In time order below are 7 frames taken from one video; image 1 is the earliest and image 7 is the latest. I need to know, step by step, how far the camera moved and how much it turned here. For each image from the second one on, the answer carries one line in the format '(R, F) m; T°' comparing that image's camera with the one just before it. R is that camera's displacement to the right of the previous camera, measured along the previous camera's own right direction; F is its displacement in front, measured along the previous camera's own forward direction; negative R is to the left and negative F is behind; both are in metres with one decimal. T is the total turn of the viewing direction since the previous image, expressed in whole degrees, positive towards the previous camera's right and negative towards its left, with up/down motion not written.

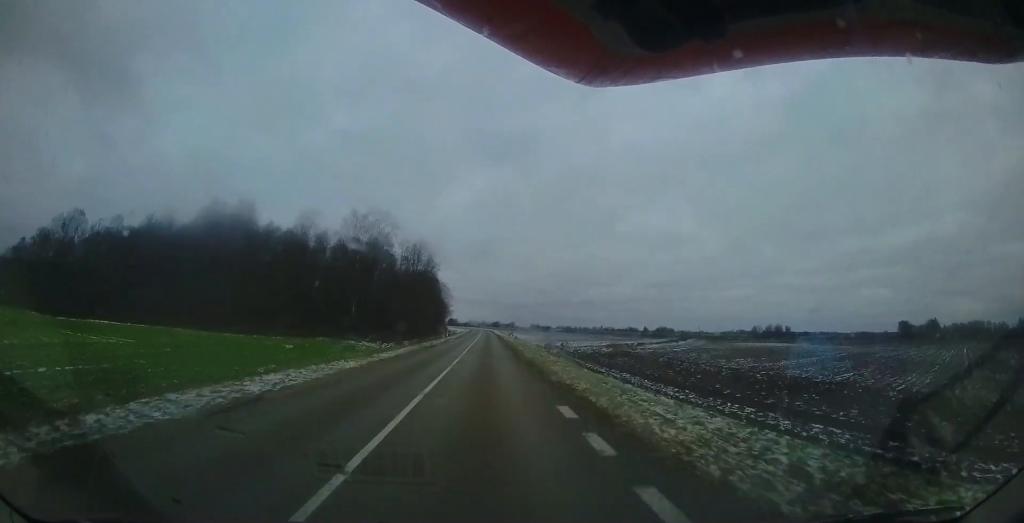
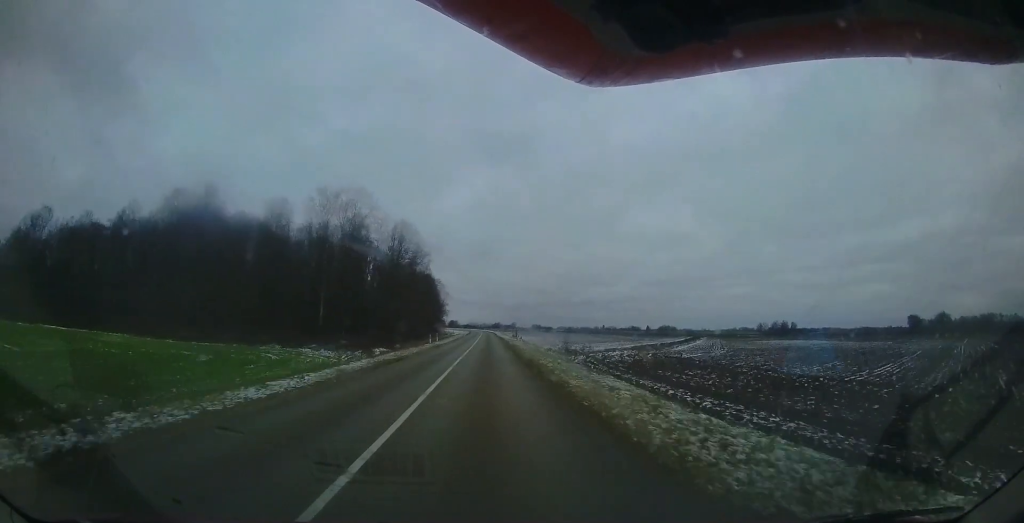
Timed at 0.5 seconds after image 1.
(0.0, +11.2) m; 0°
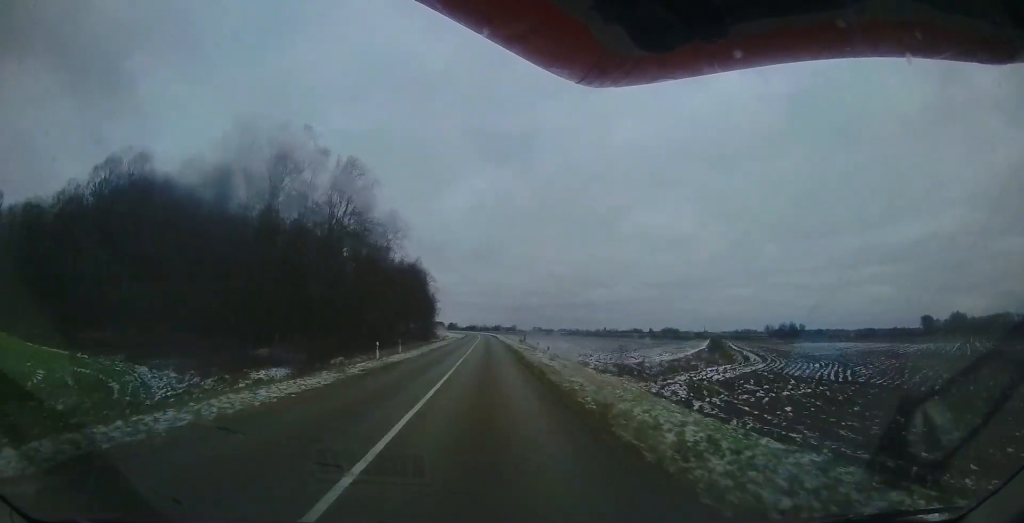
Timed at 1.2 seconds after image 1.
(0.0, +17.3) m; 0°
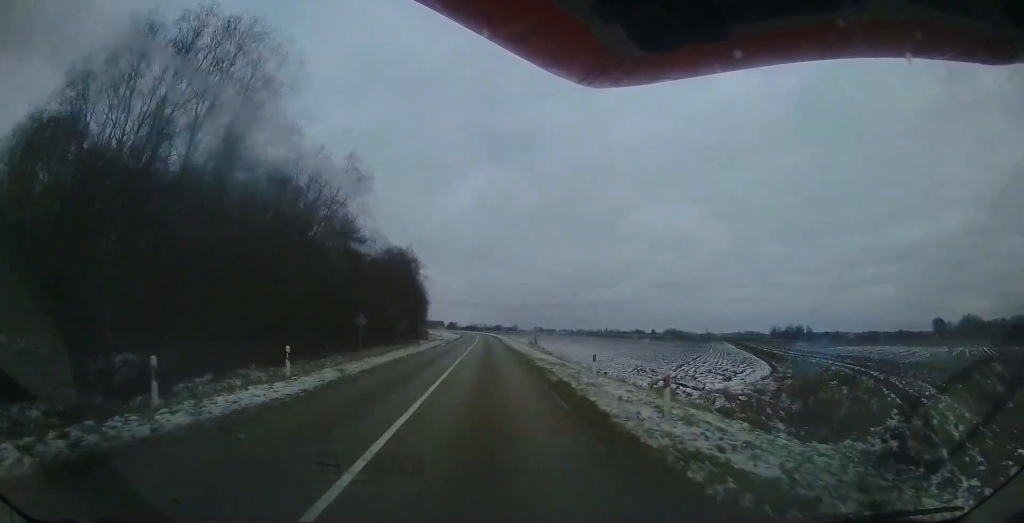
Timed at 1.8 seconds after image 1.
(+0.1, +13.7) m; 0°
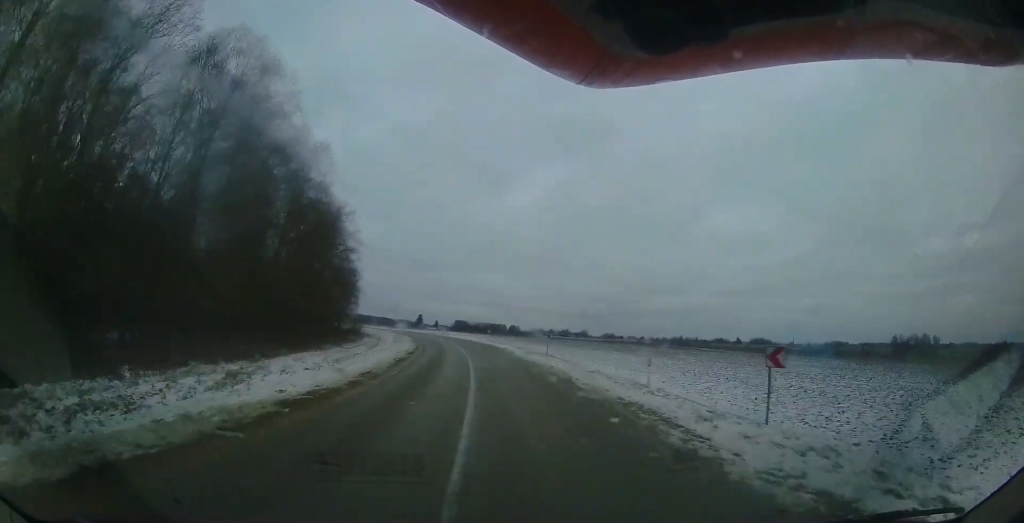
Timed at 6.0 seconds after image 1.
(-2.2, +89.8) m; -8°
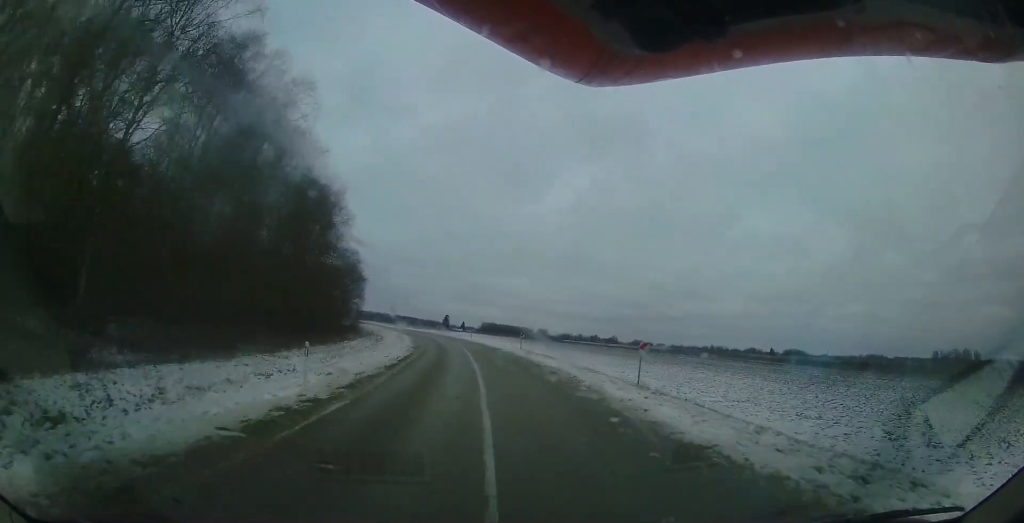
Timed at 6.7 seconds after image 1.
(-0.5, +13.4) m; -4°
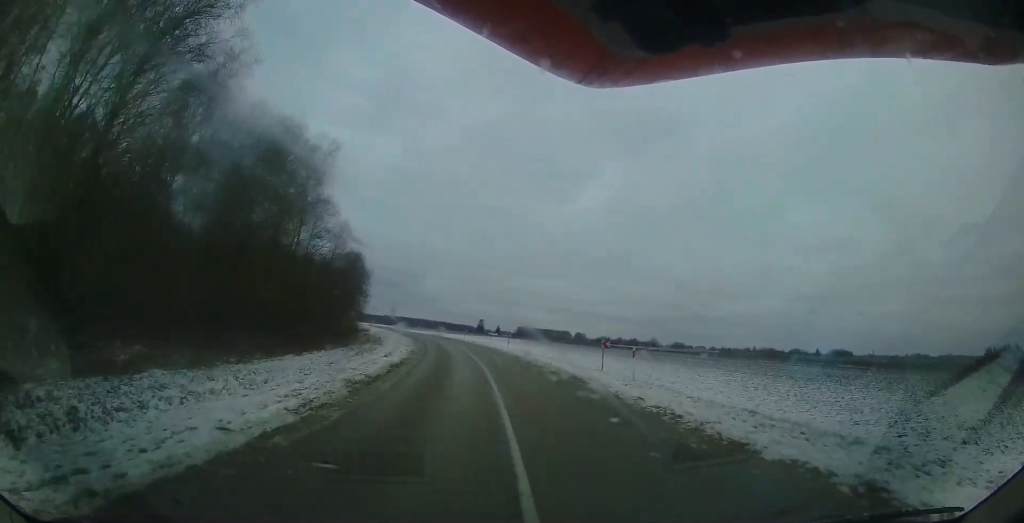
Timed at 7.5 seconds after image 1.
(-0.7, +16.4) m; -6°
